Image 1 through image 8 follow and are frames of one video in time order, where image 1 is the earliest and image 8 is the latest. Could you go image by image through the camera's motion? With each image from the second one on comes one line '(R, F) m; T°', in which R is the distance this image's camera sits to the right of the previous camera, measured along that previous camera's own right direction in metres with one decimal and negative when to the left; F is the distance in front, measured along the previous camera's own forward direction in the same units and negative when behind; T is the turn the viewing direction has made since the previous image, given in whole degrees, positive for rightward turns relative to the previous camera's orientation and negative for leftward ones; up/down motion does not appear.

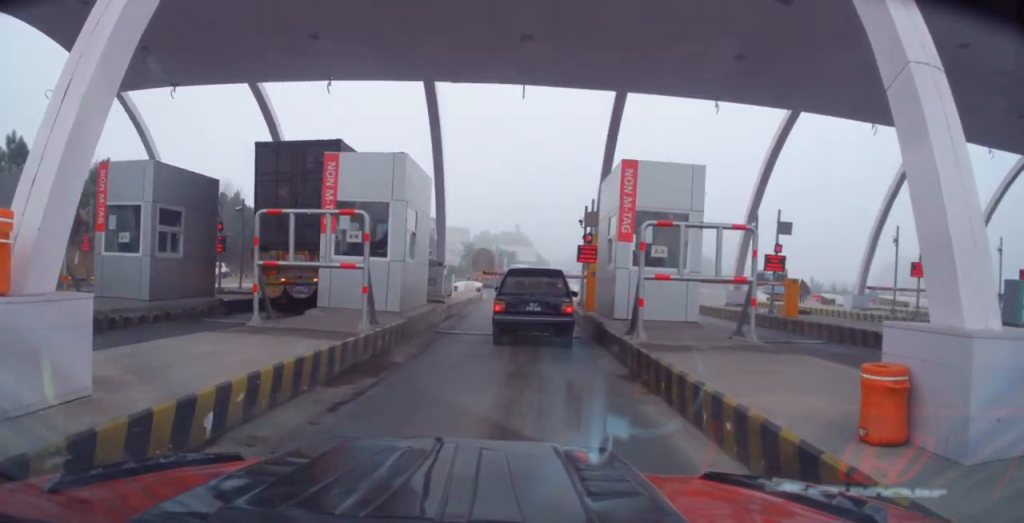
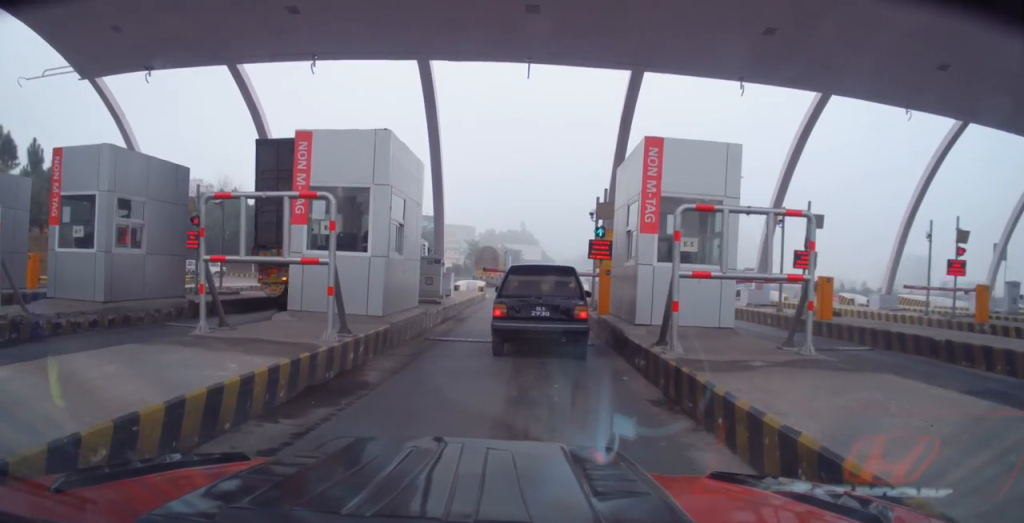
(-0.1, +1.5) m; -3°
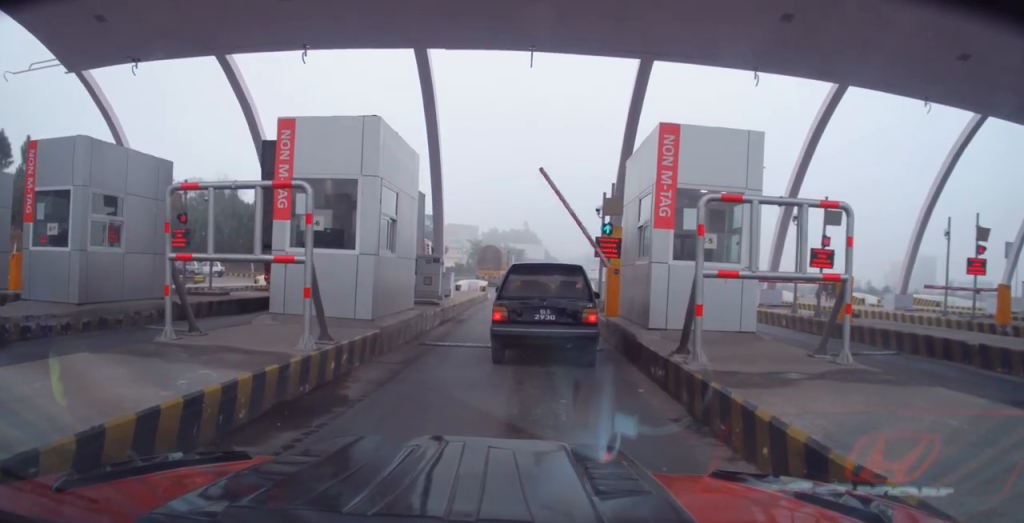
(0.0, +0.8) m; 0°
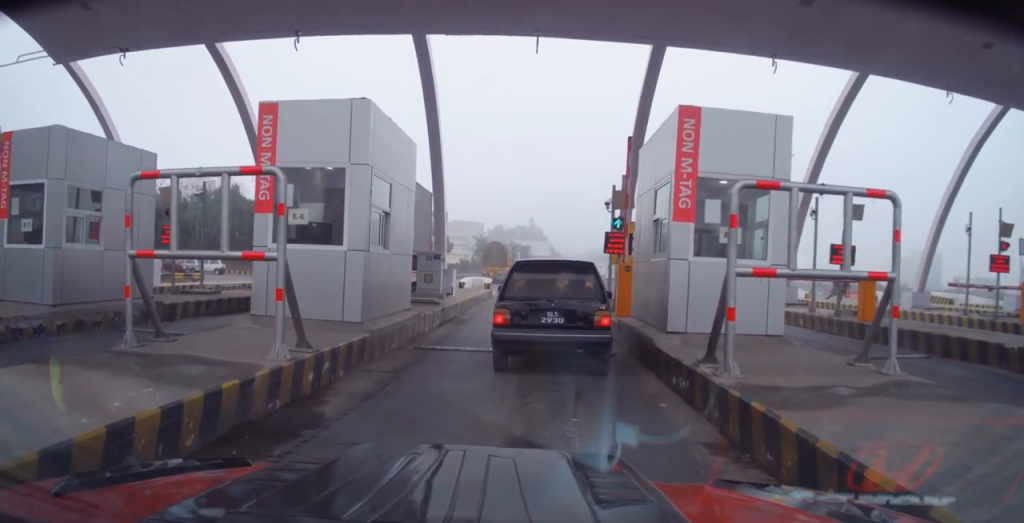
(0.0, +0.9) m; 0°
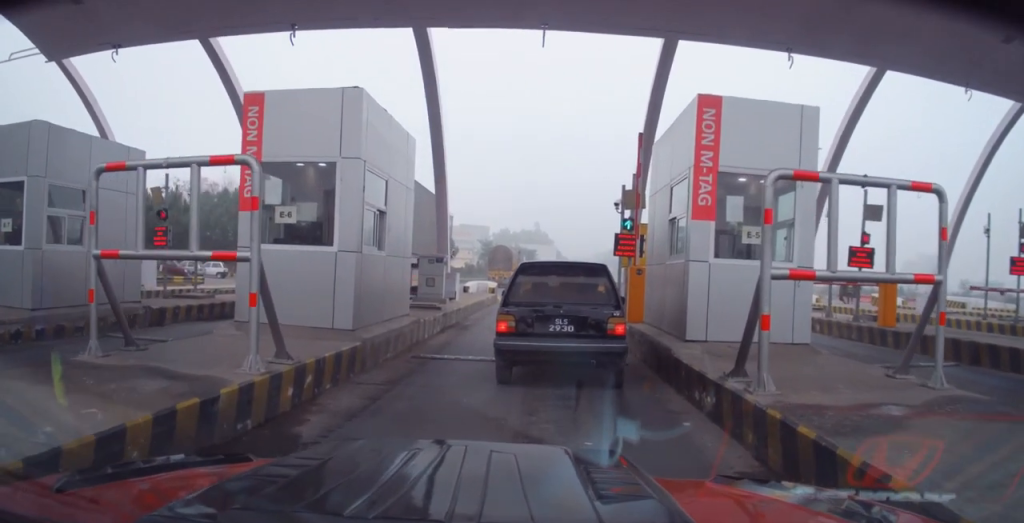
(+0.3, +0.5) m; 0°
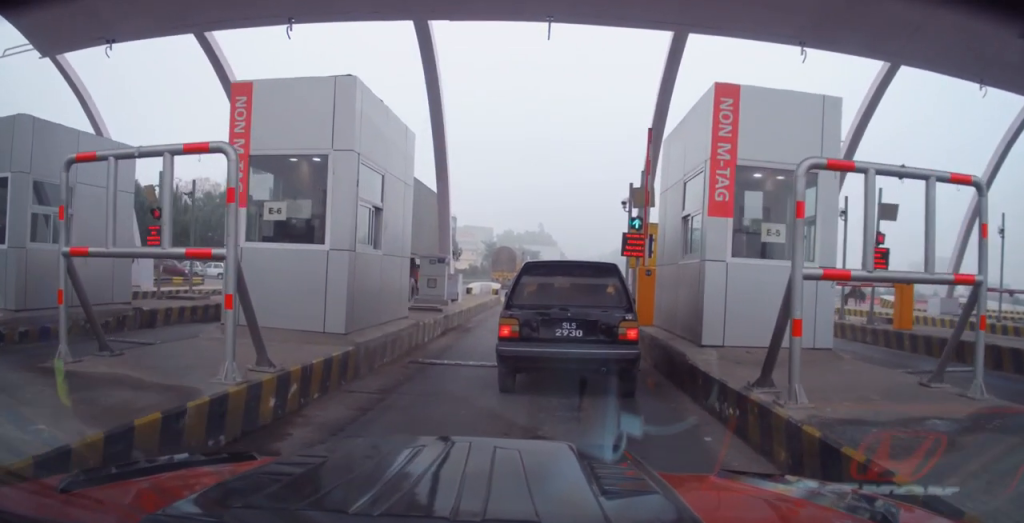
(+0.2, +0.3) m; 0°
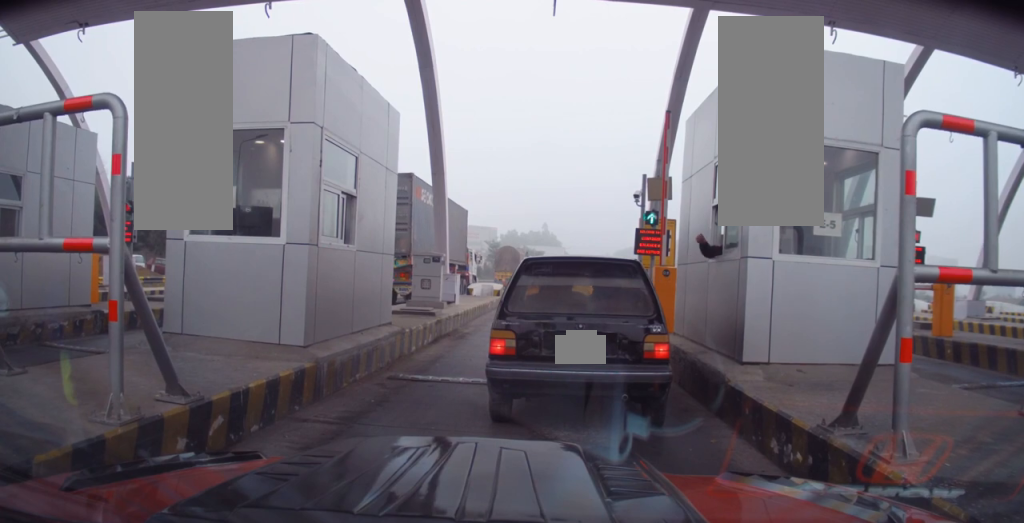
(+0.2, +0.8) m; 0°
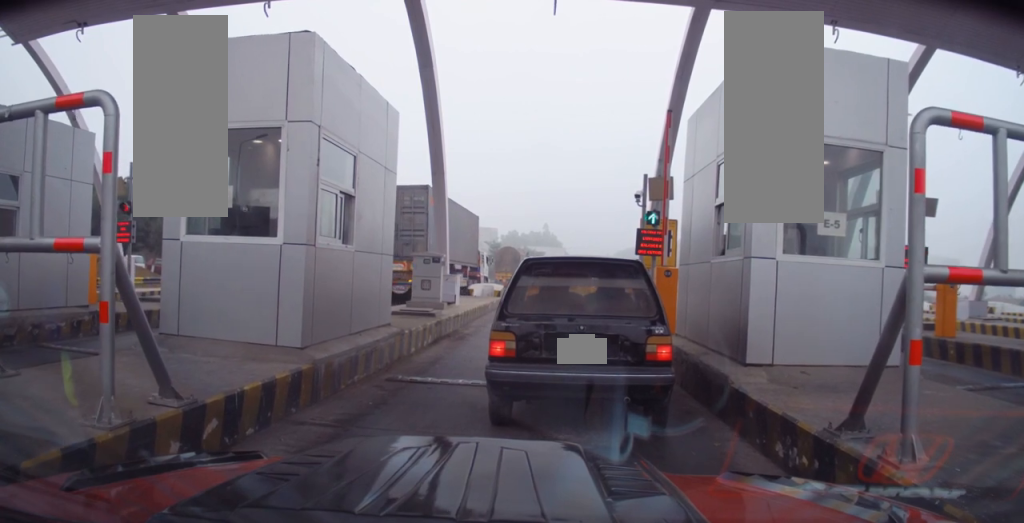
(0.0, 0.0) m; 0°
